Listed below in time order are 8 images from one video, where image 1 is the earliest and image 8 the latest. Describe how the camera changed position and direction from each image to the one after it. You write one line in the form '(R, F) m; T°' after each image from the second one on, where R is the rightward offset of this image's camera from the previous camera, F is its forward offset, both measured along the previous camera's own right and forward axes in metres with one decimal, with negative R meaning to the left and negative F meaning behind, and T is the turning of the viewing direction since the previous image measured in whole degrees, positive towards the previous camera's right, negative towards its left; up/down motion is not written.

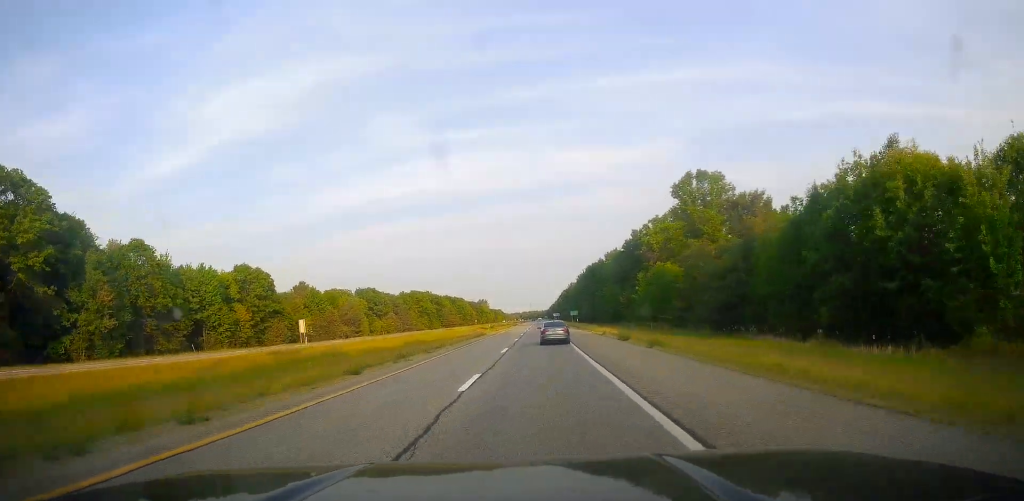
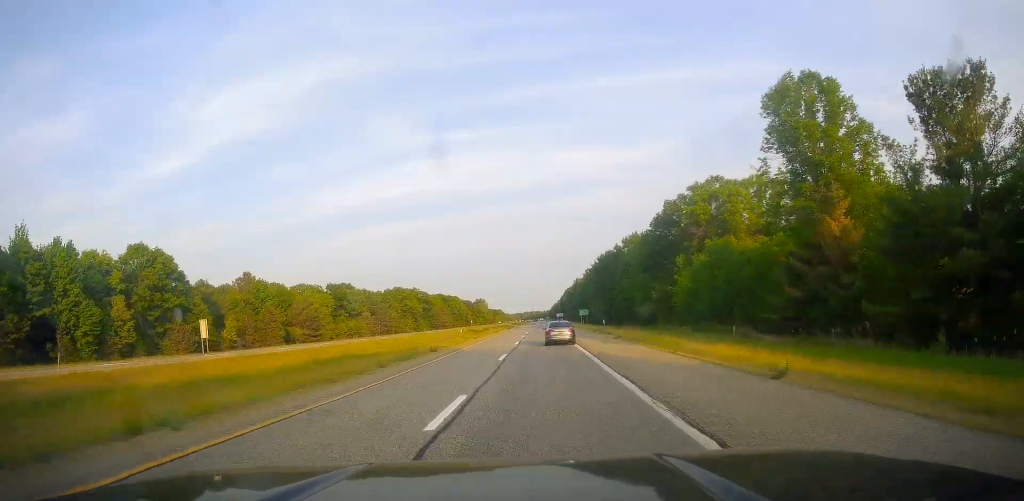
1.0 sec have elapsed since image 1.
(0.0, +35.8) m; 0°
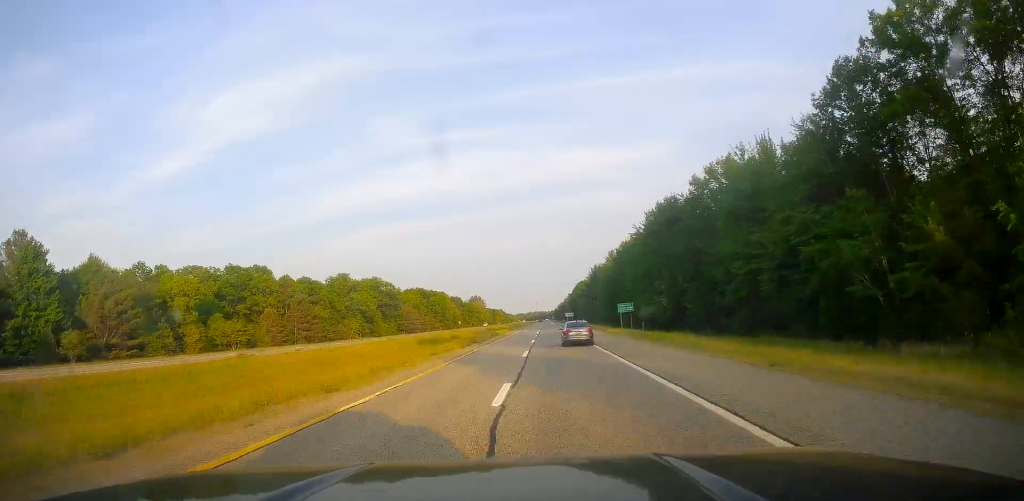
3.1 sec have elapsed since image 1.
(-0.8, +74.1) m; -1°
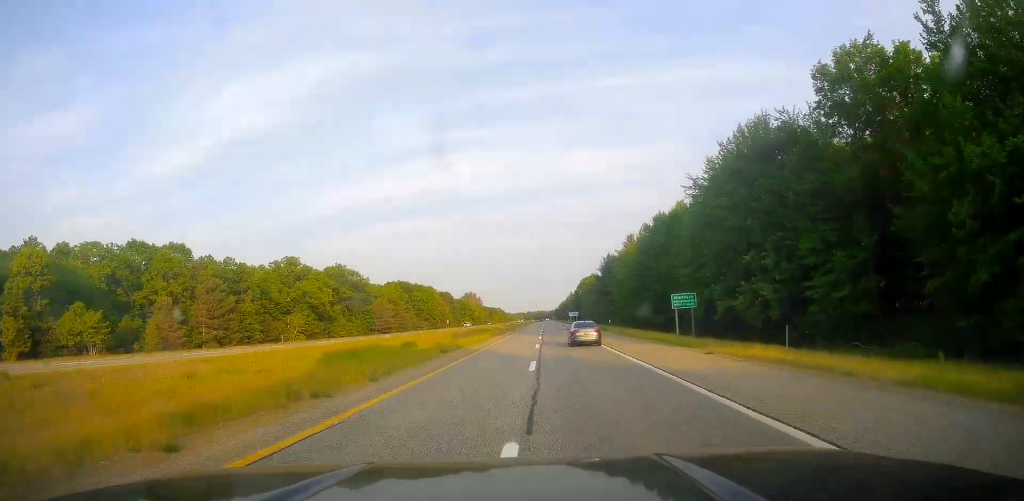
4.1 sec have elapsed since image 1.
(+0.1, +38.3) m; 0°
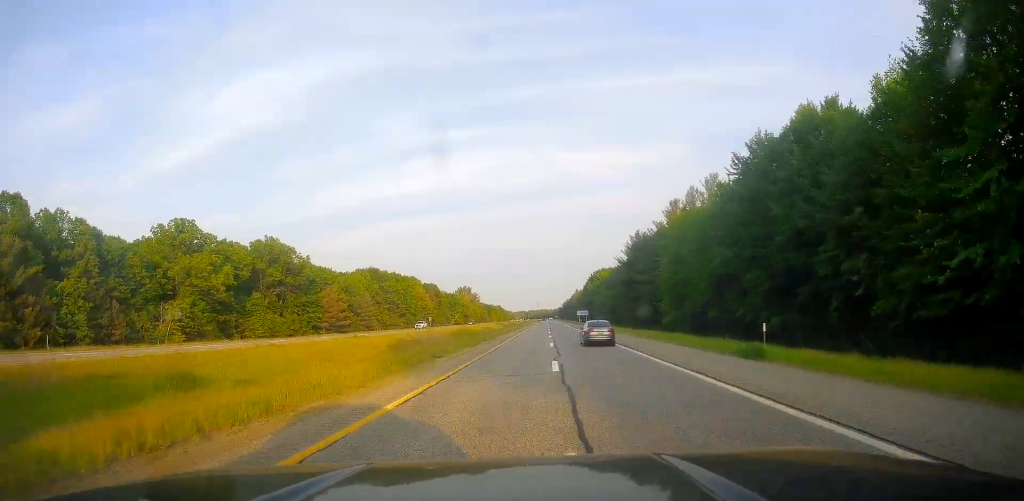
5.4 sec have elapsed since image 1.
(-0.4, +46.9) m; 0°
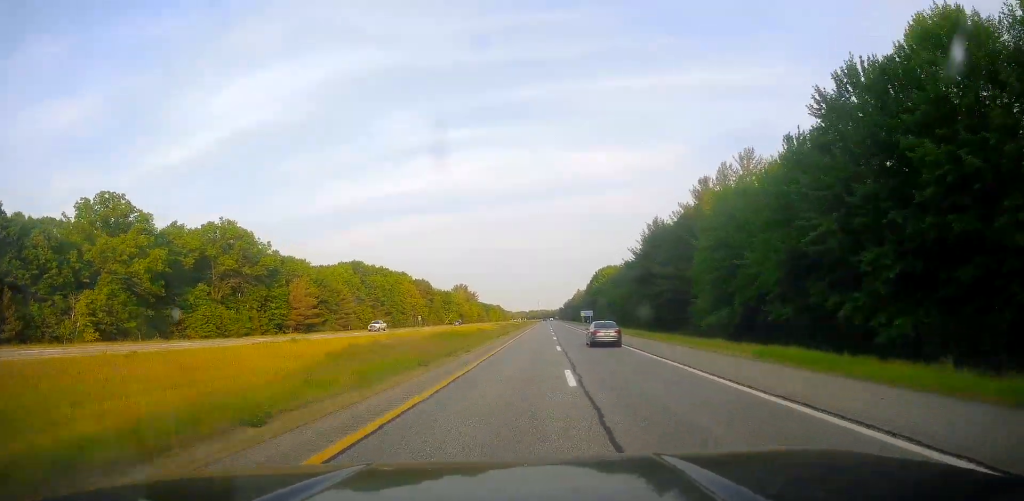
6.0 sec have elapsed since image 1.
(+0.3, +19.2) m; 0°
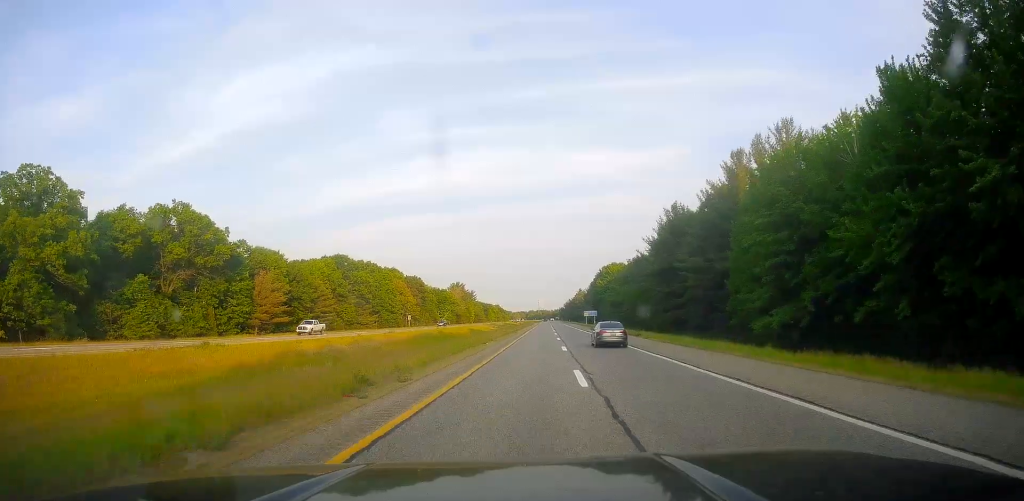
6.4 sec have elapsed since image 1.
(+0.3, +15.6) m; 0°
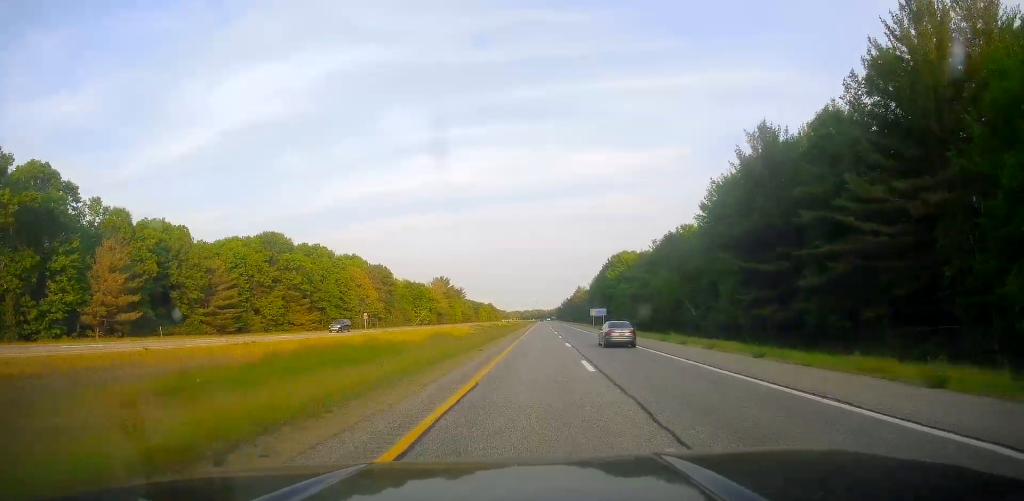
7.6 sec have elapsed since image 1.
(-0.5, +42.0) m; 0°
